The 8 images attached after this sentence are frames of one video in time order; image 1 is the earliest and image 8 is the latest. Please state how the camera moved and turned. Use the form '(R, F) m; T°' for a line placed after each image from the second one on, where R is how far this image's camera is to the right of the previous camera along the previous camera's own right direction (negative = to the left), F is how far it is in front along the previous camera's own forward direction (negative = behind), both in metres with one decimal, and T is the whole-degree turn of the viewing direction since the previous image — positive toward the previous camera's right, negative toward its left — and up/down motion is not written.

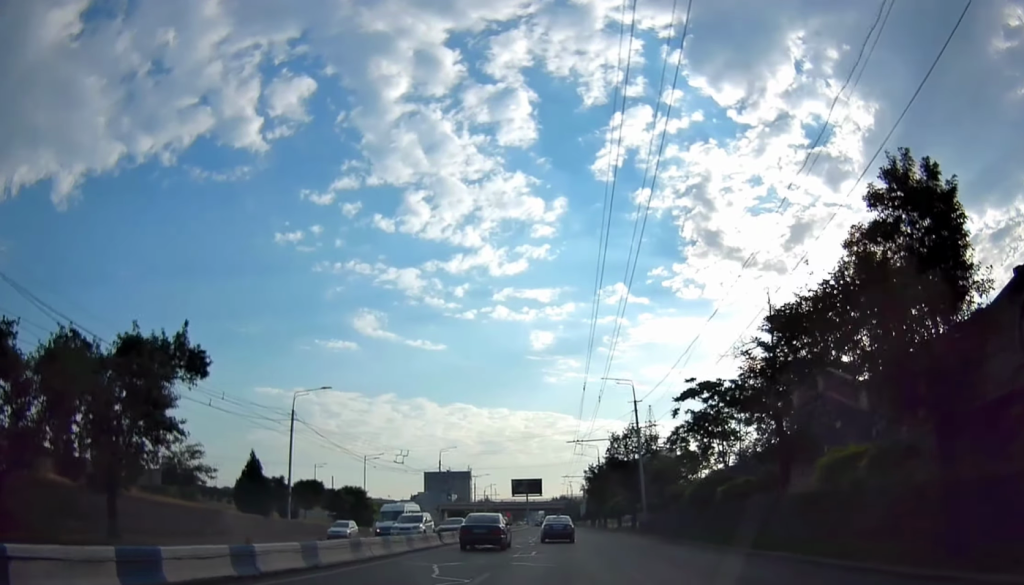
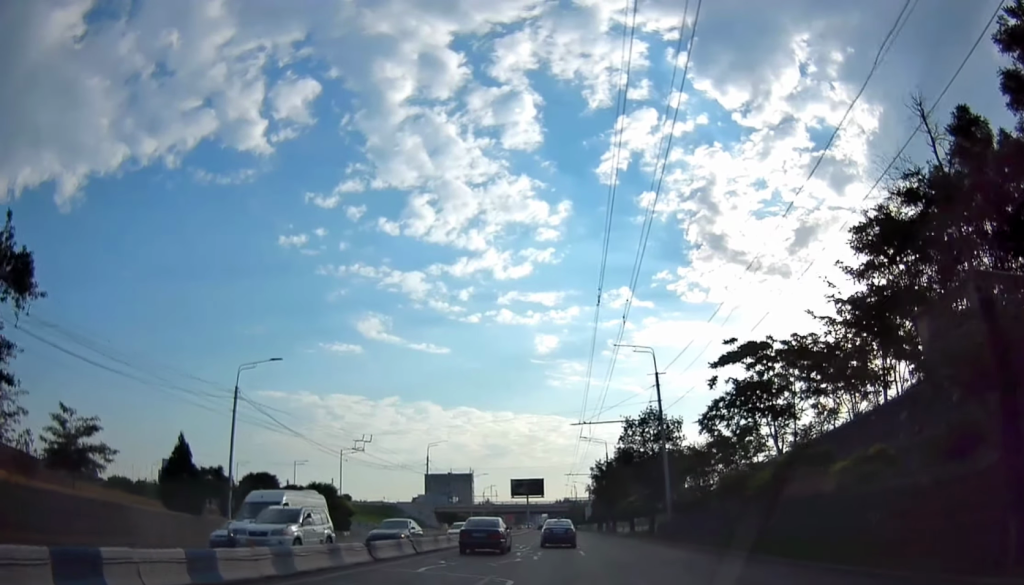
(-0.2, +10.7) m; +1°
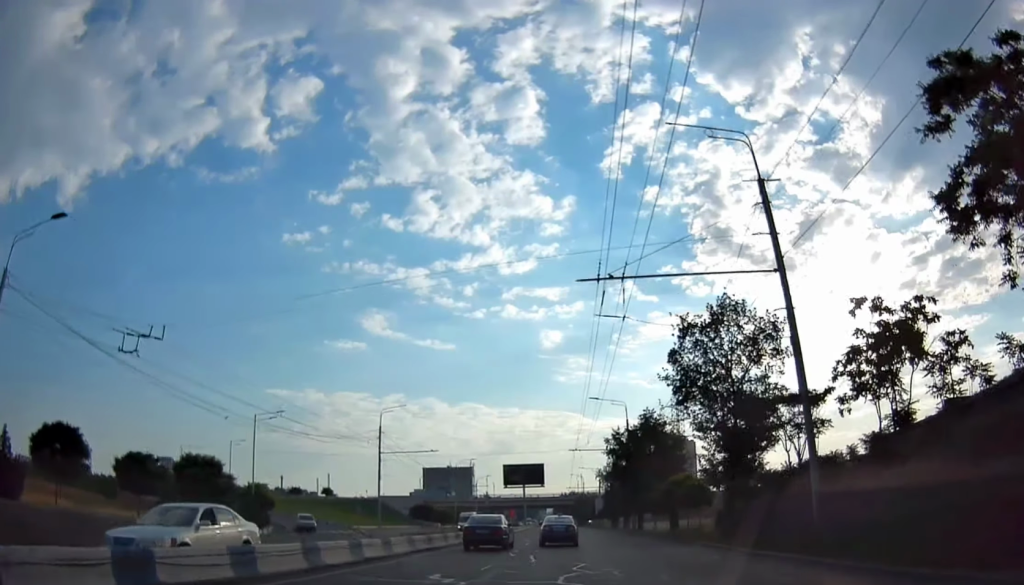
(+0.4, +23.7) m; -1°
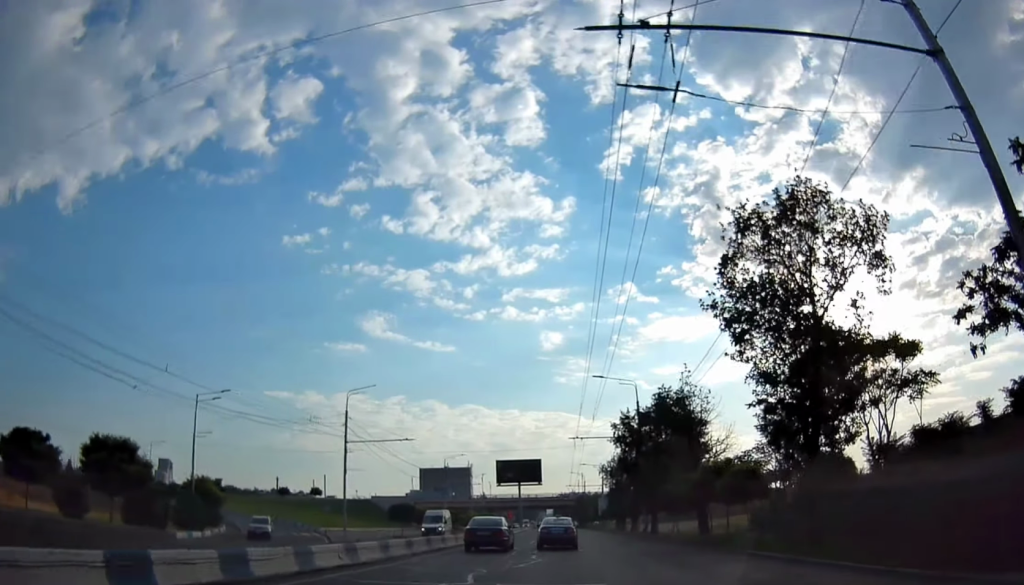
(-0.2, +9.6) m; -2°
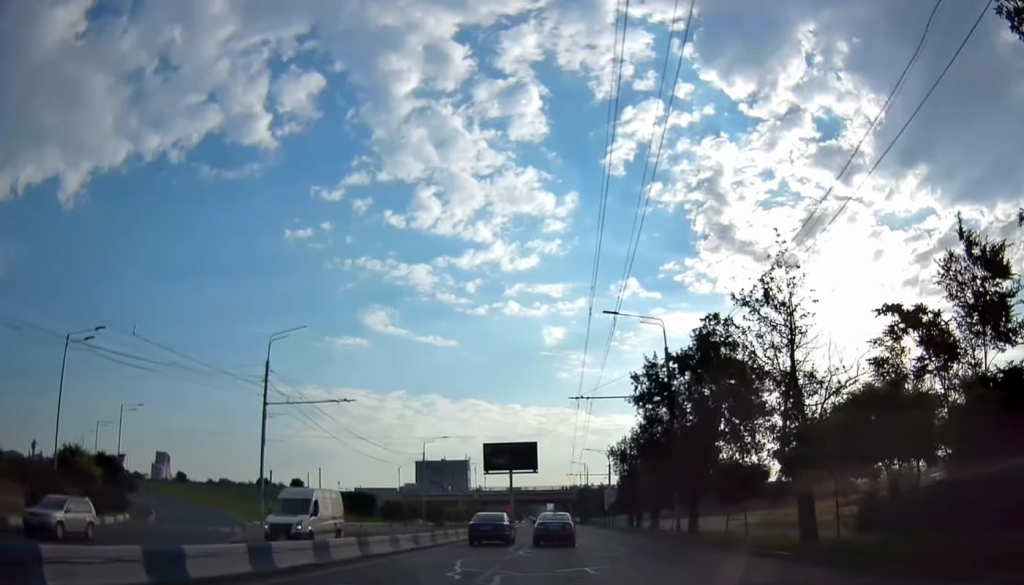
(-0.5, +14.7) m; -1°
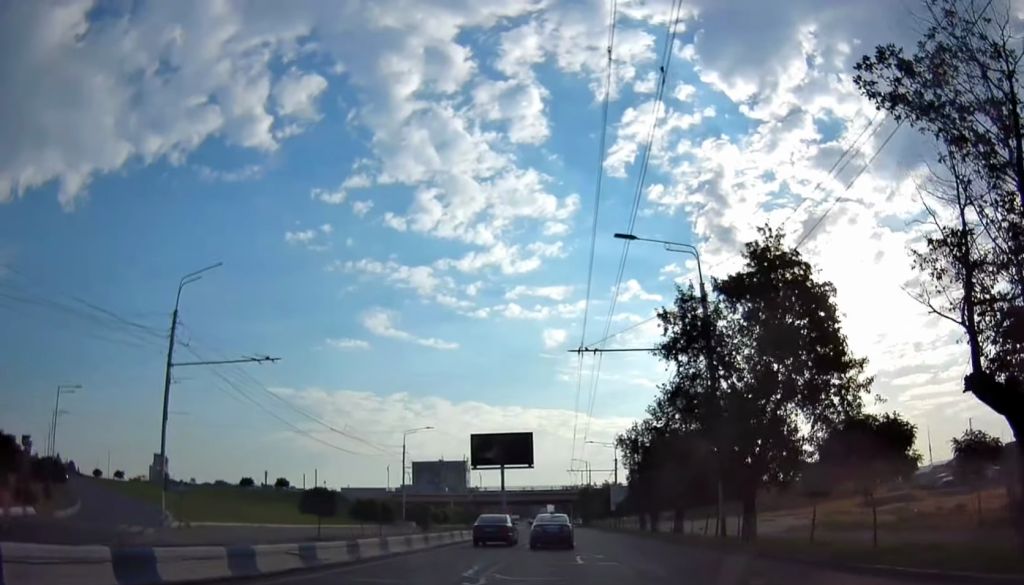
(+0.1, +10.3) m; 0°
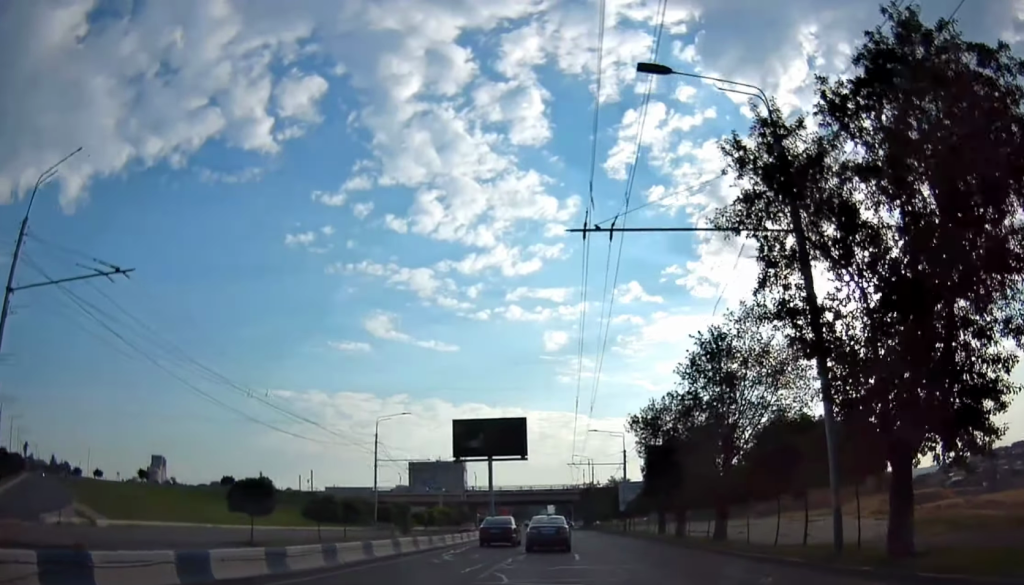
(+0.1, +11.0) m; 0°
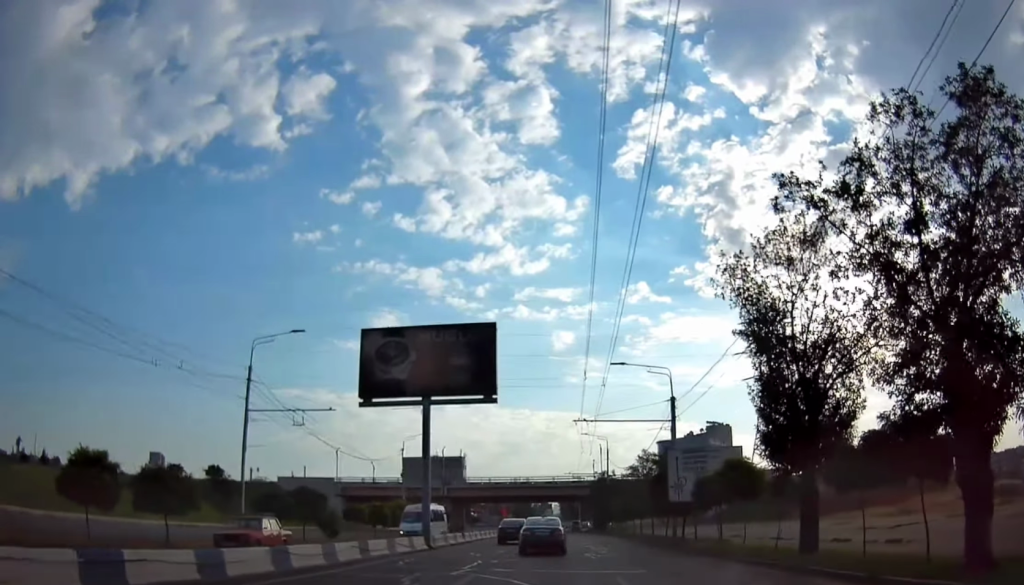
(+0.3, +27.3) m; +2°
